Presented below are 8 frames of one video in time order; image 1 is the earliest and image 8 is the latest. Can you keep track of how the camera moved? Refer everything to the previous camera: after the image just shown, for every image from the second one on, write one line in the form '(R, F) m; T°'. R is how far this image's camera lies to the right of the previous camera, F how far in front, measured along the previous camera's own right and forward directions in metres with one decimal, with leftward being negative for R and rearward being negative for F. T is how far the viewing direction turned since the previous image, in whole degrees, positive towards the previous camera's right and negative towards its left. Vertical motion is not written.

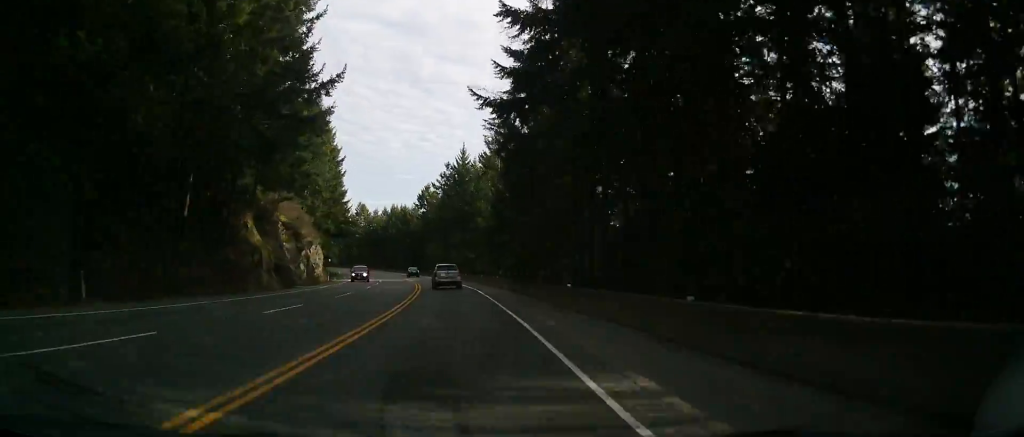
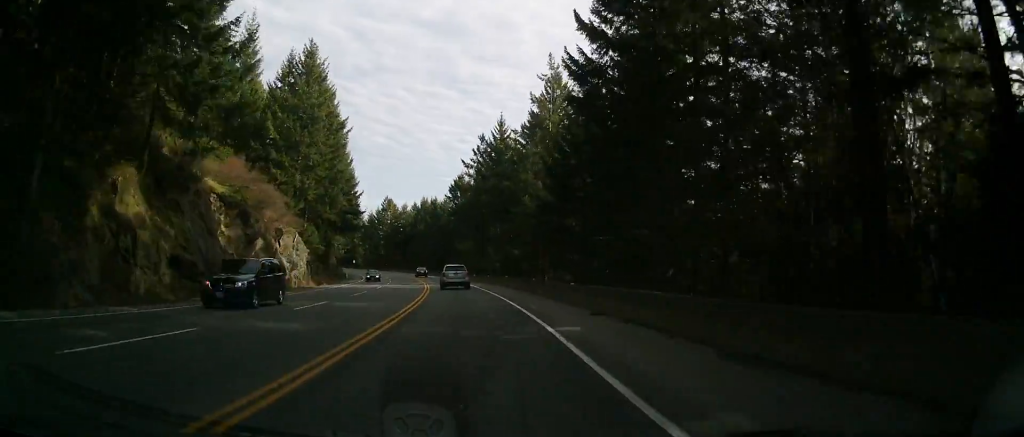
(-1.9, +23.0) m; -7°
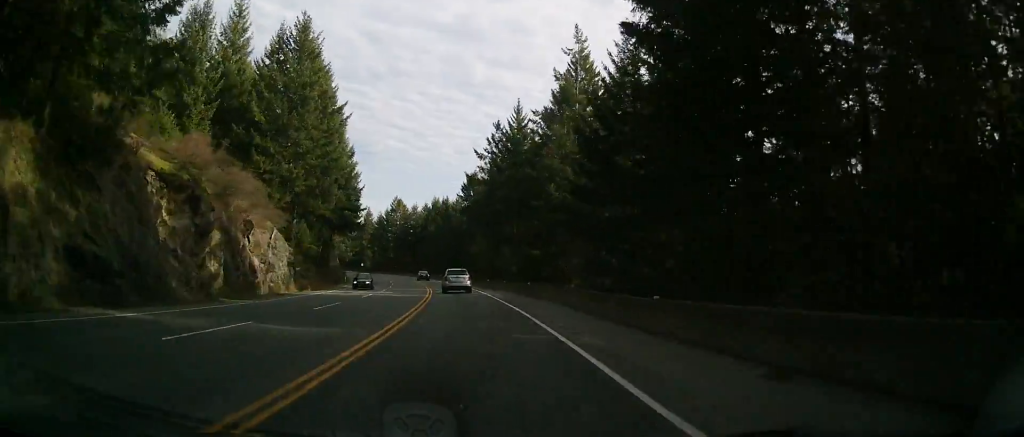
(-0.4, +9.6) m; -3°
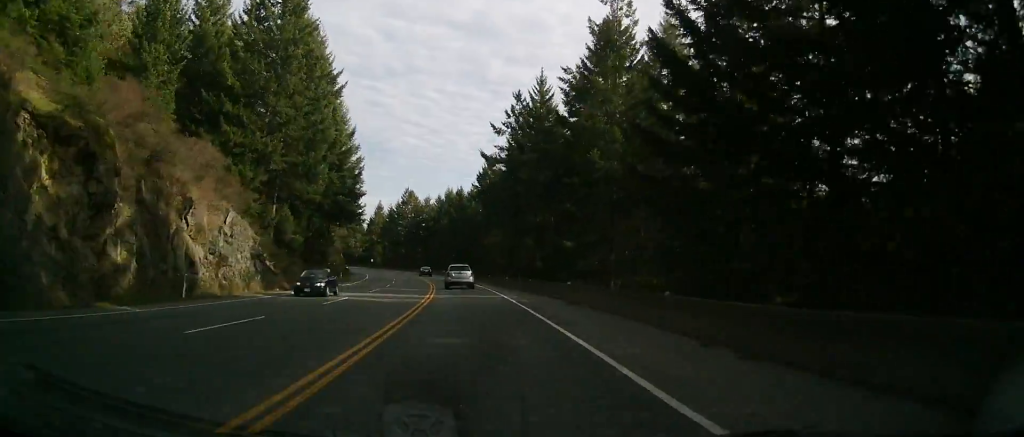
(0.0, +11.4) m; 0°
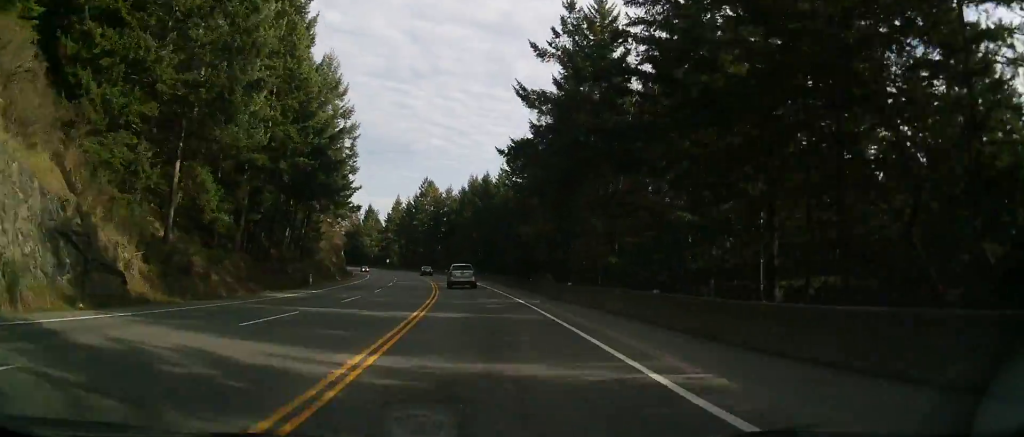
(0.0, +22.9) m; 0°
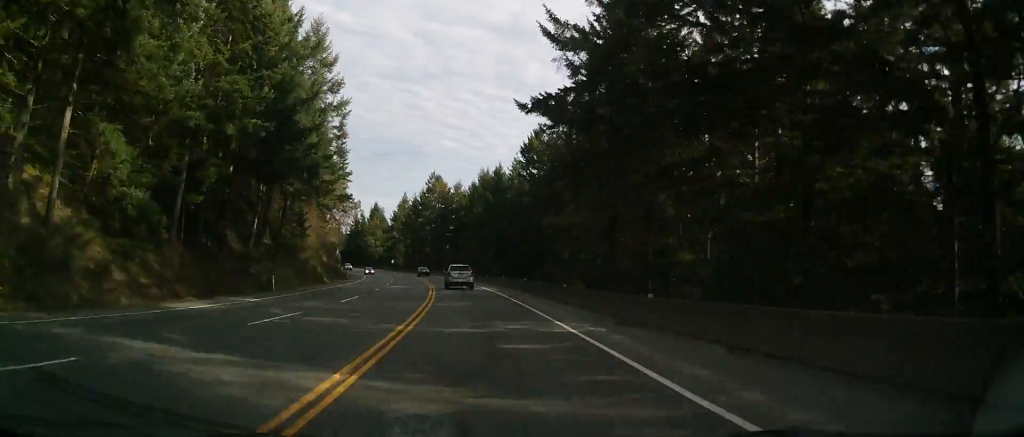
(0.0, +11.5) m; 0°
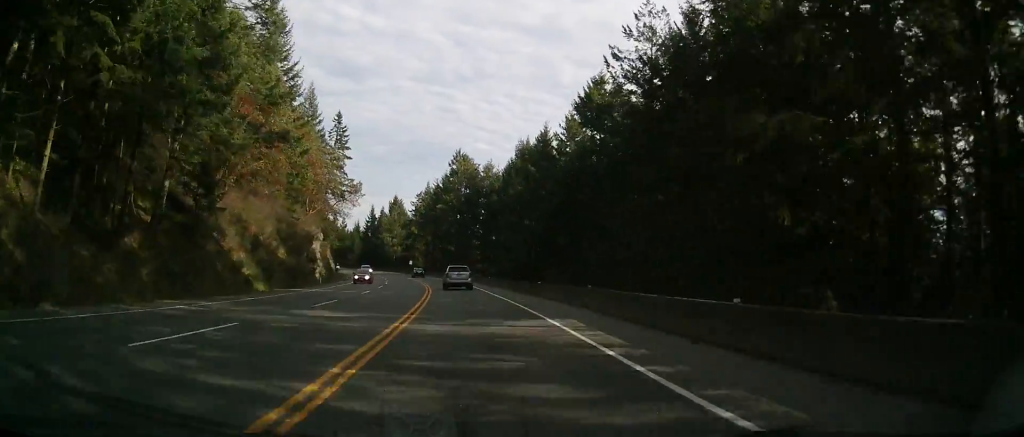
(0.0, +29.9) m; -1°
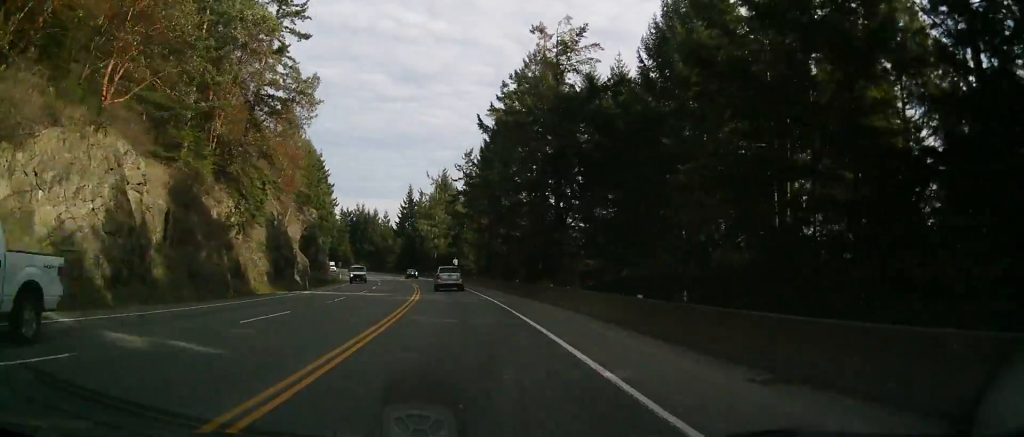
(-4.9, +55.8) m; -10°
